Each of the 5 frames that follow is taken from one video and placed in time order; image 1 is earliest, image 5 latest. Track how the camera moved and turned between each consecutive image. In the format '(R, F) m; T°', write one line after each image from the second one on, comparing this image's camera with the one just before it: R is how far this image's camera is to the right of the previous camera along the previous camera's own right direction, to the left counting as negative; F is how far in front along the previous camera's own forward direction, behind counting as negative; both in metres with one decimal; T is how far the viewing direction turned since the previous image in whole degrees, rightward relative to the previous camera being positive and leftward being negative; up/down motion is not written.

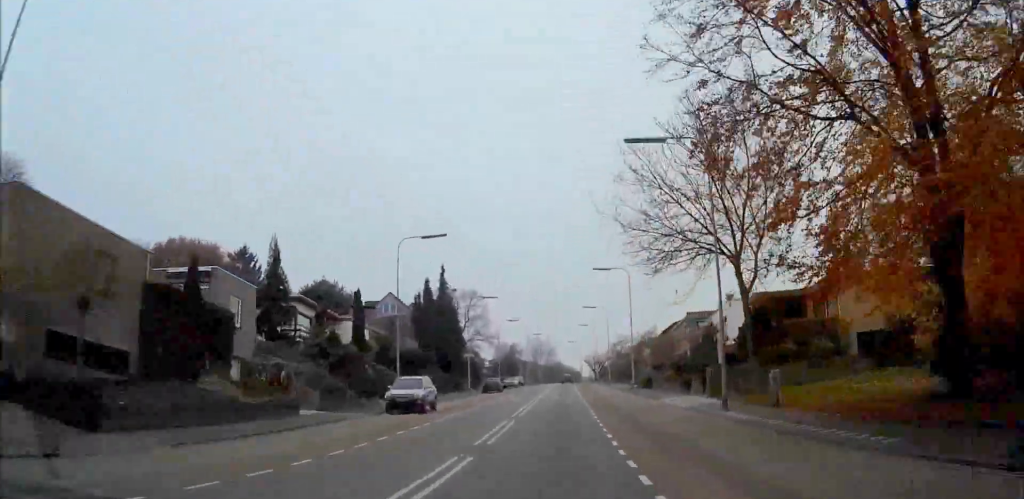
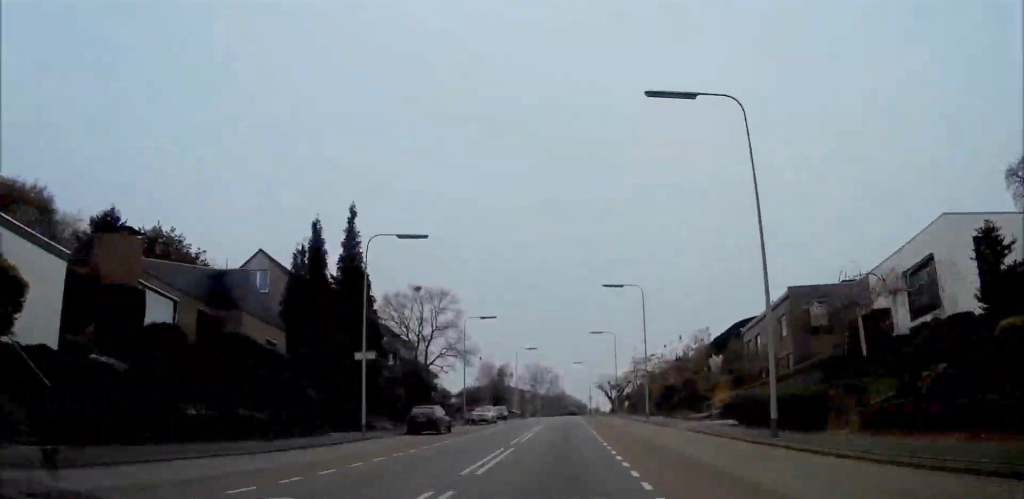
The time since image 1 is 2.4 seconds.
(+0.3, +36.9) m; 0°
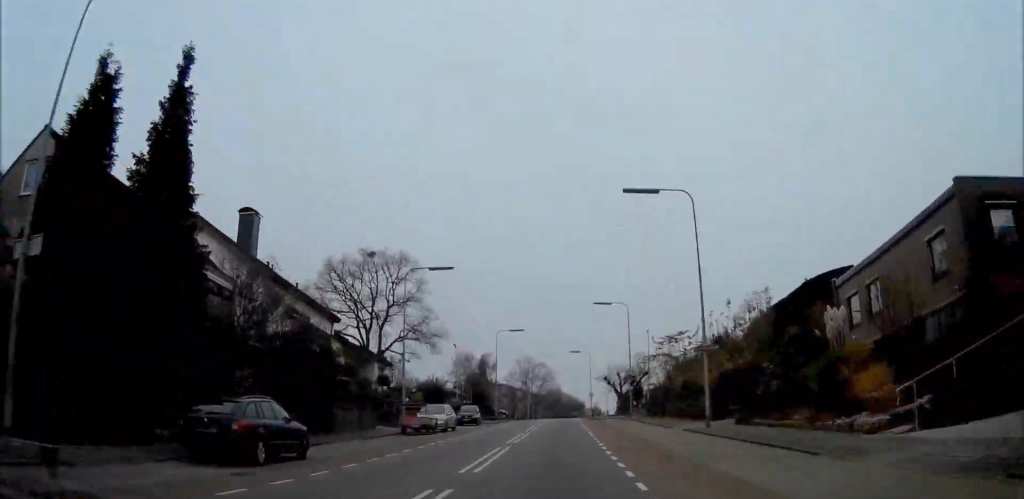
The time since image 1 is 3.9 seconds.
(-0.1, +23.0) m; -1°
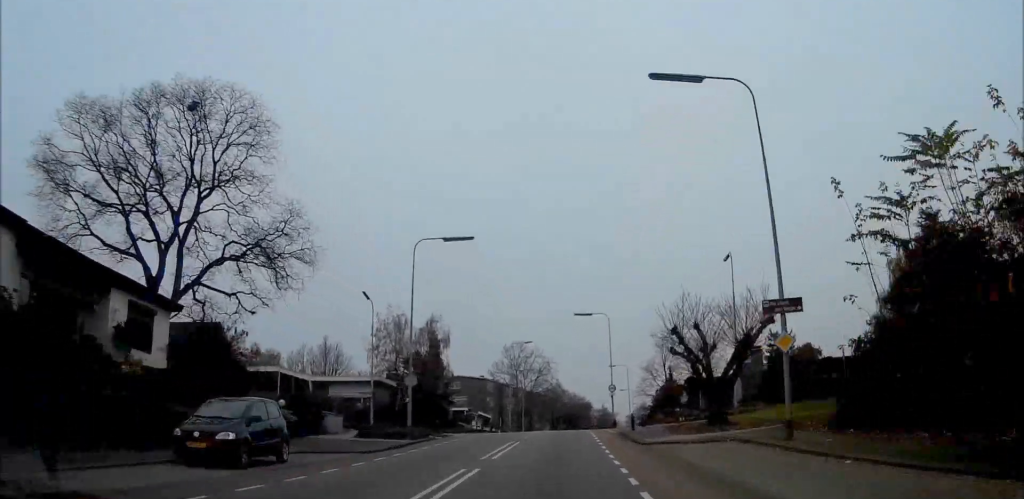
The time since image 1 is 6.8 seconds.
(-0.8, +42.4) m; -2°
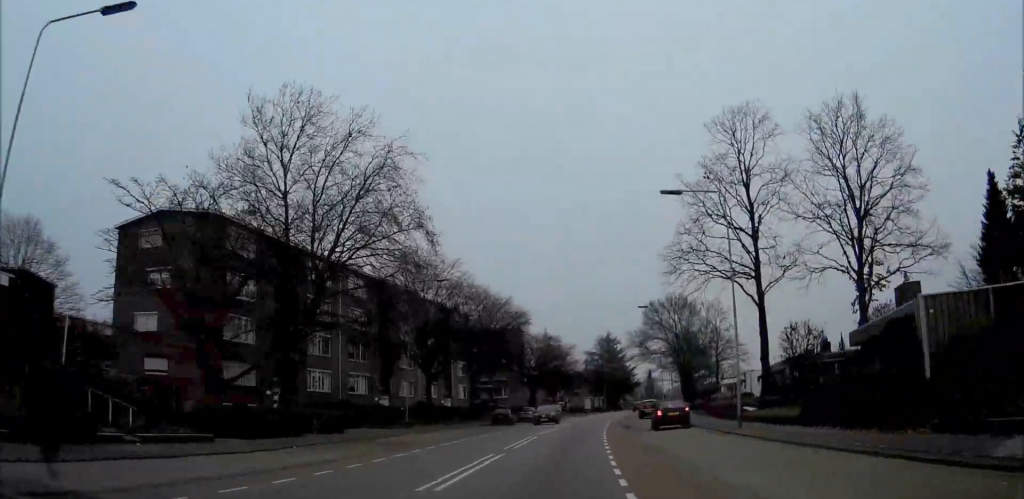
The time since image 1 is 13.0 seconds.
(+4.1, +95.0) m; +7°
